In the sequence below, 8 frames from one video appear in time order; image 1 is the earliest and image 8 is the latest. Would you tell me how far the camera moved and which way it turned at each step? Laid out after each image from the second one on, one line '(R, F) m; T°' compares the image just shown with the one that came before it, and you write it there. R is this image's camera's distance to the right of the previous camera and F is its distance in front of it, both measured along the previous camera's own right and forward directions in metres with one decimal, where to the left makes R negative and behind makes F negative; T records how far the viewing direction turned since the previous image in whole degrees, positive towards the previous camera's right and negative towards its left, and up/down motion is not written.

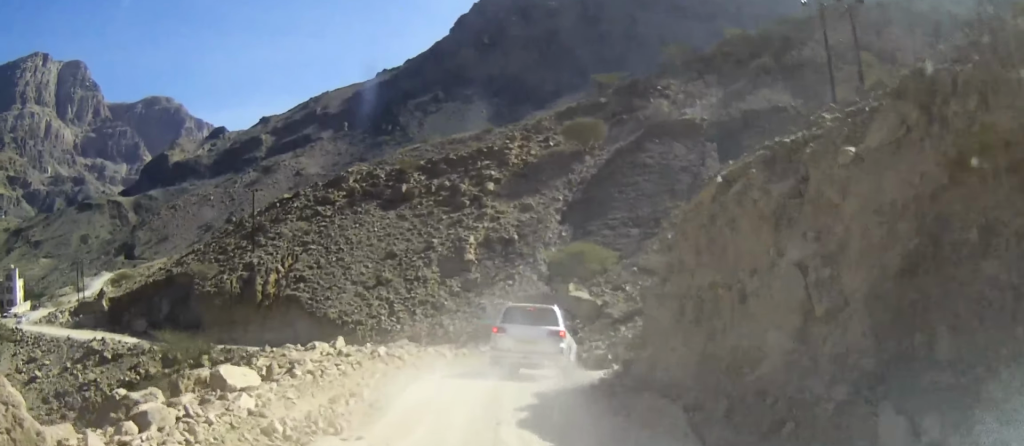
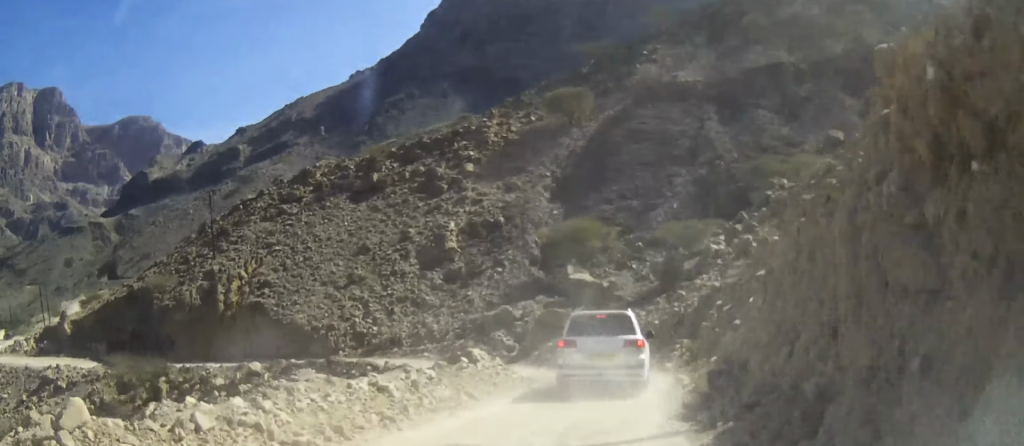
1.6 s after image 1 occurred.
(0.0, +10.2) m; +2°
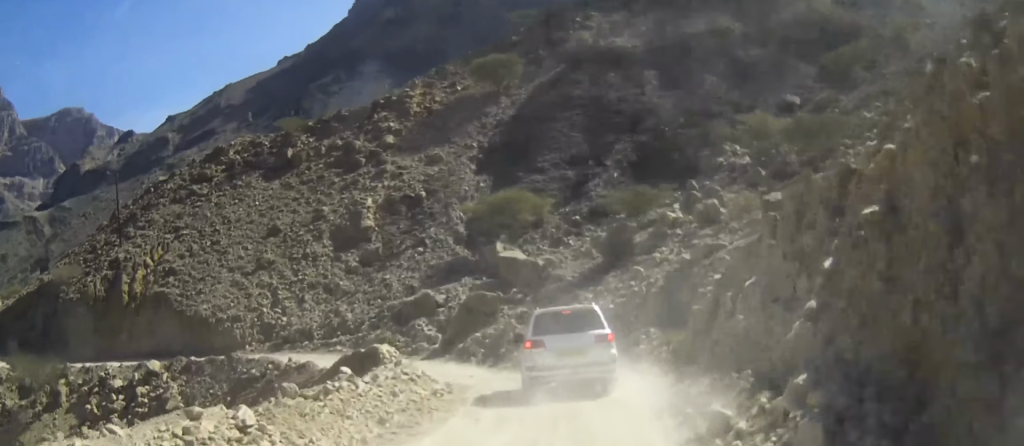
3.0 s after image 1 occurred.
(+0.4, +7.8) m; +5°
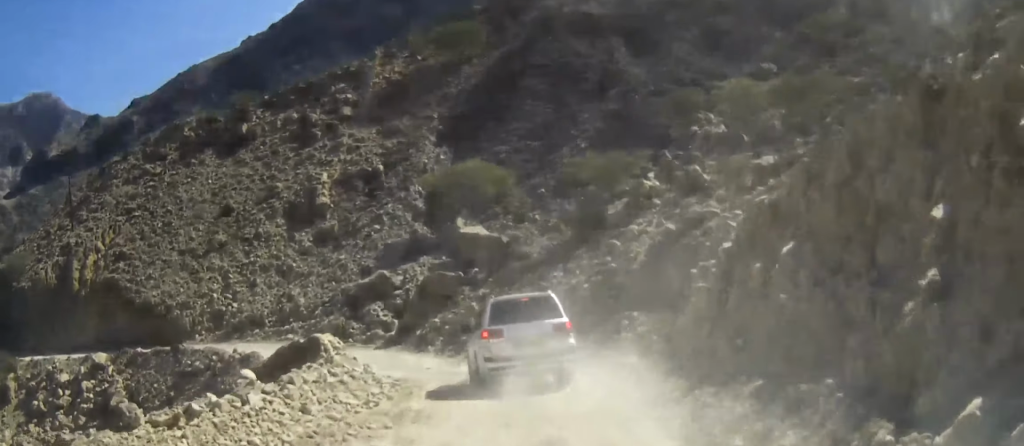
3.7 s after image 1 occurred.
(+0.1, +3.5) m; +2°
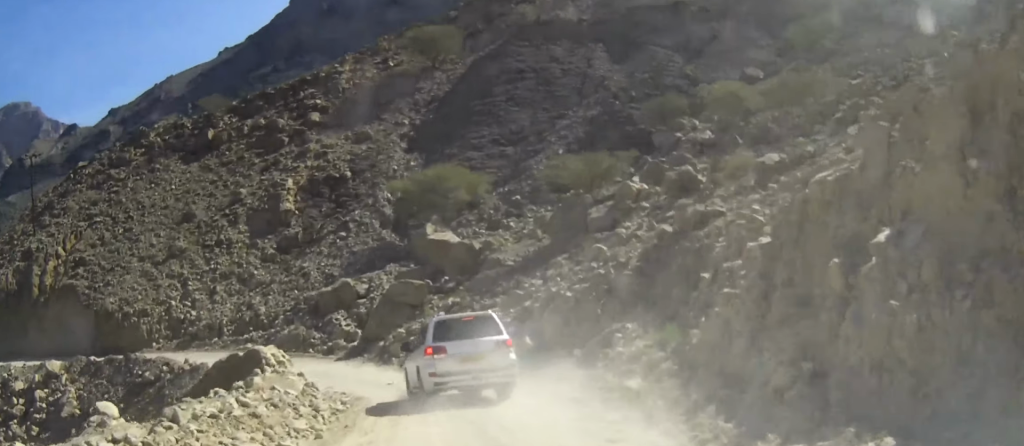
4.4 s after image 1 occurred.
(+0.1, +3.7) m; +2°
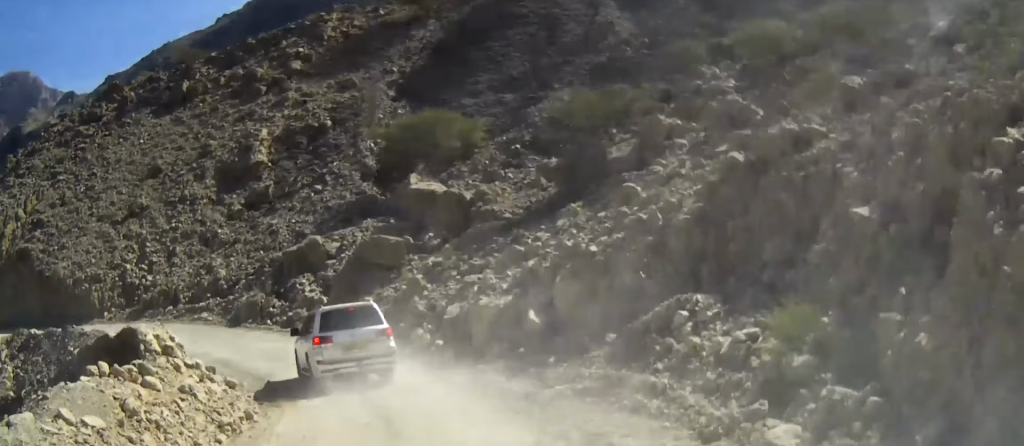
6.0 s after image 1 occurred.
(0.0, +7.0) m; -4°
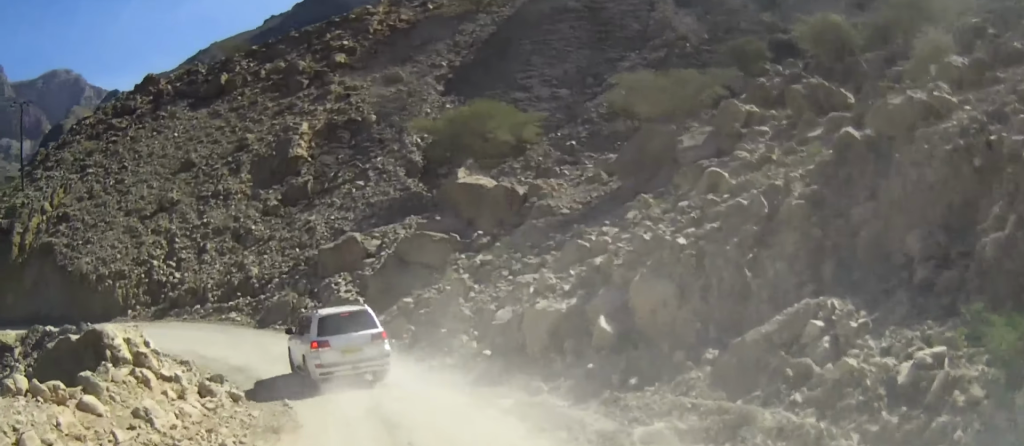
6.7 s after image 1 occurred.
(0.0, +3.1) m; -5°
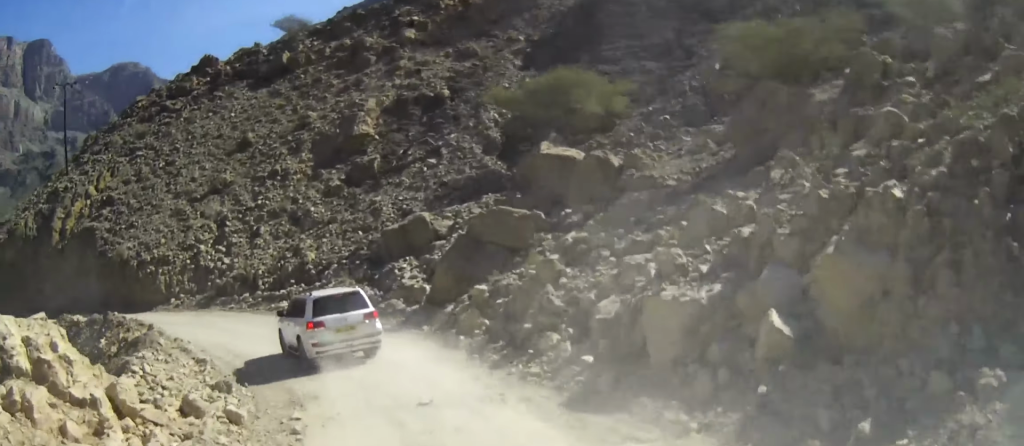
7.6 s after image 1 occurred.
(-0.3, +4.4) m; -4°
